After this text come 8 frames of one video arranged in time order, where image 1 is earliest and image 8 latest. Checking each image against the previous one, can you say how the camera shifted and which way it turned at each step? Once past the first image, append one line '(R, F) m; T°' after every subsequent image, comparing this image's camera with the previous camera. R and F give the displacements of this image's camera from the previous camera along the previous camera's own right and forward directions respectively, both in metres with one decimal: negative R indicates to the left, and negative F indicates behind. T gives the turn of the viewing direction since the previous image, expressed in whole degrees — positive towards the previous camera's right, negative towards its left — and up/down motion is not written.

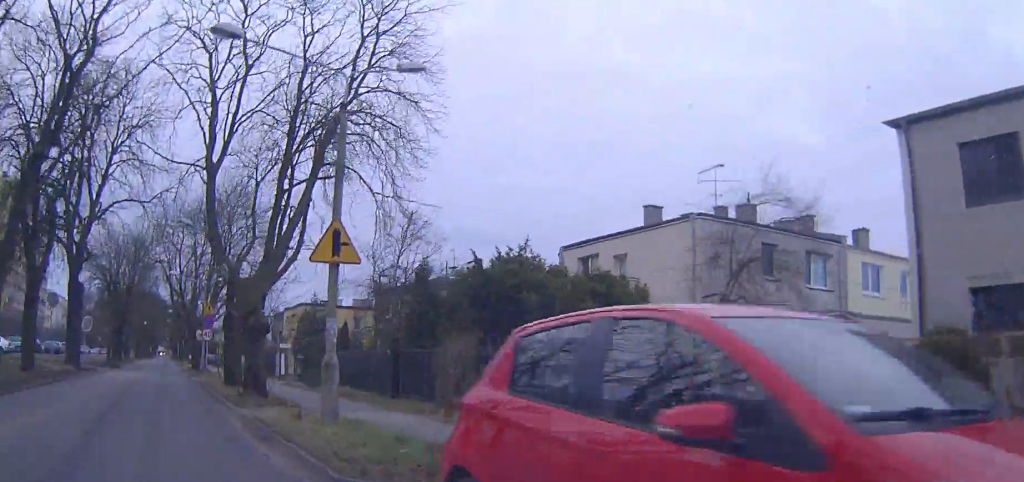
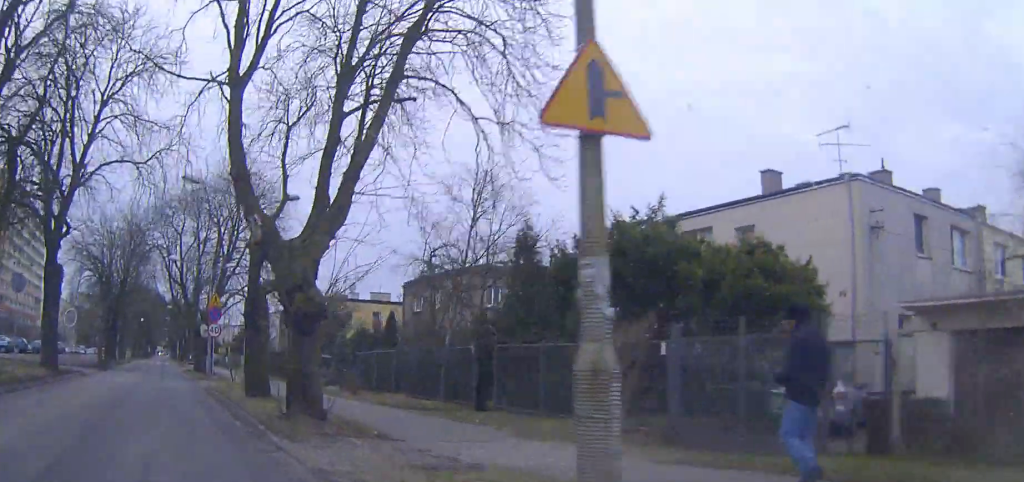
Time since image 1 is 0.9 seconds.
(0.0, +7.4) m; 0°
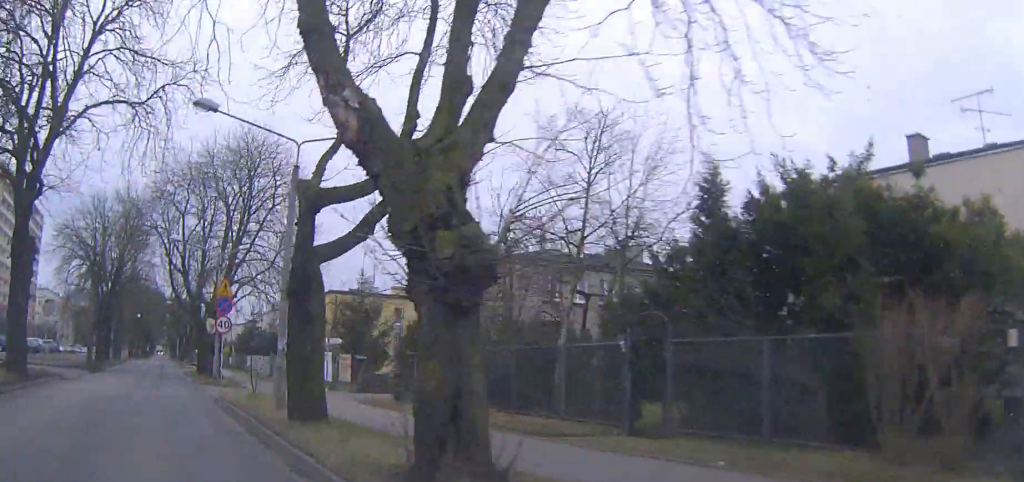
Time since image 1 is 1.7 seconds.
(0.0, +6.8) m; -1°
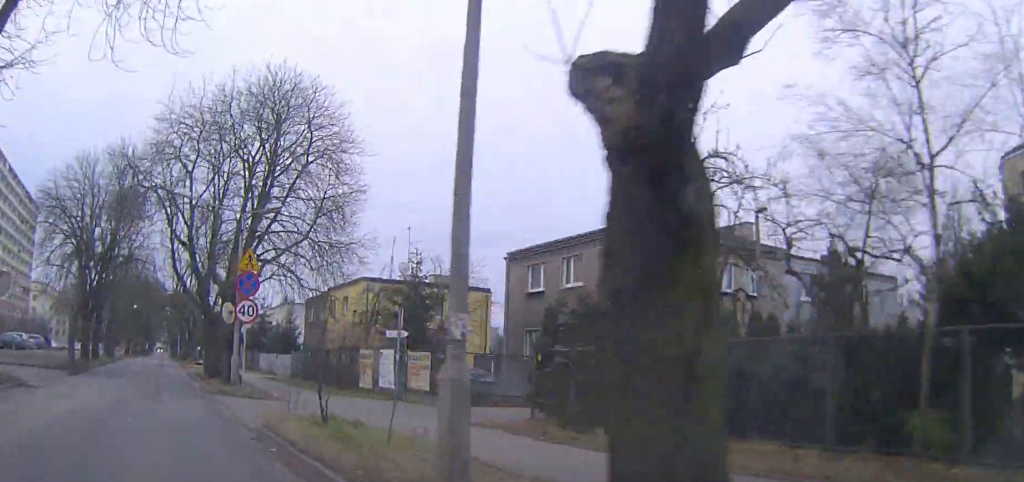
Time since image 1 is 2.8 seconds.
(-0.2, +9.2) m; -1°
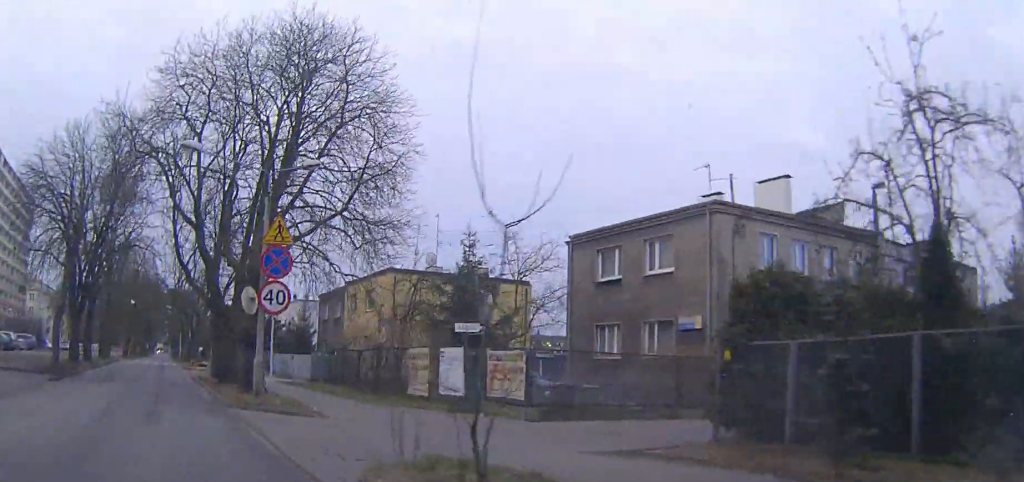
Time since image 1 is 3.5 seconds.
(-0.1, +5.7) m; 0°
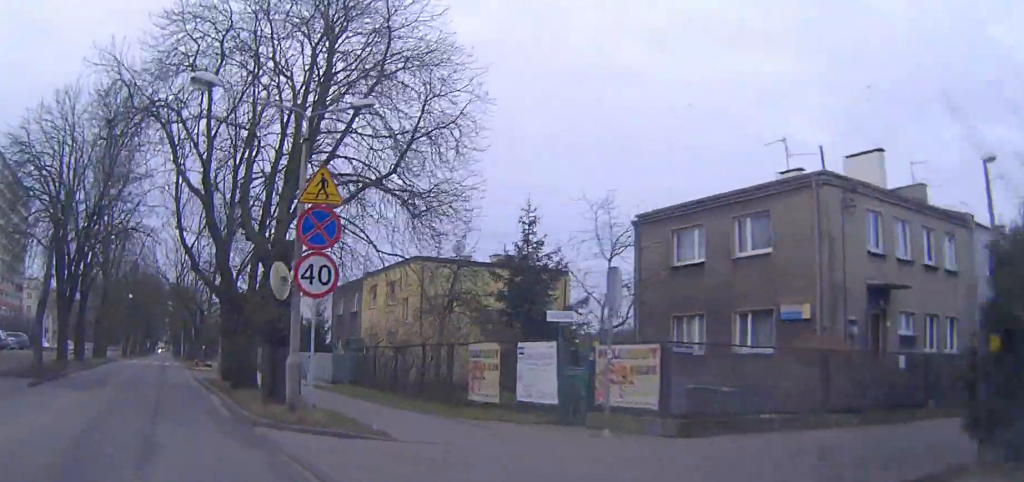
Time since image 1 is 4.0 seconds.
(+0.1, +4.7) m; +1°
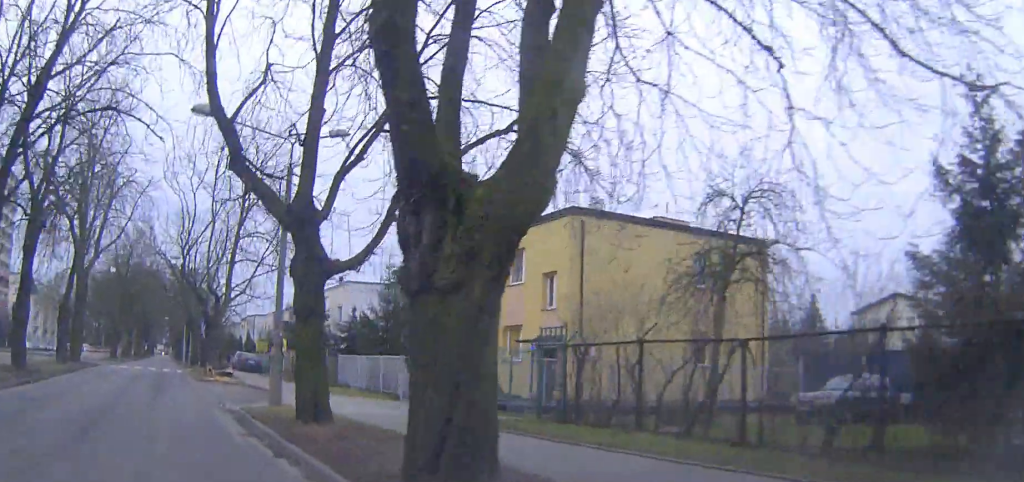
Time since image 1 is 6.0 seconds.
(+0.1, +16.4) m; +1°
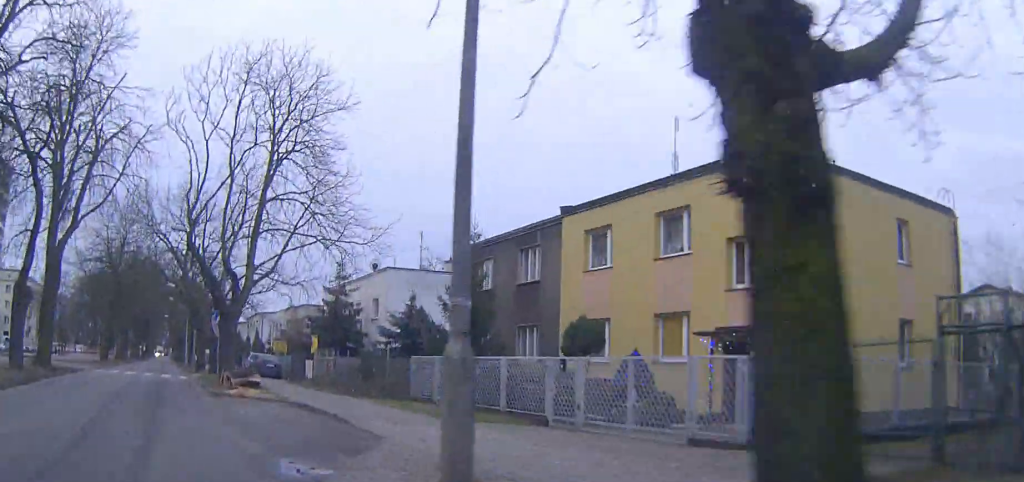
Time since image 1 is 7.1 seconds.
(+0.1, +10.1) m; +1°
